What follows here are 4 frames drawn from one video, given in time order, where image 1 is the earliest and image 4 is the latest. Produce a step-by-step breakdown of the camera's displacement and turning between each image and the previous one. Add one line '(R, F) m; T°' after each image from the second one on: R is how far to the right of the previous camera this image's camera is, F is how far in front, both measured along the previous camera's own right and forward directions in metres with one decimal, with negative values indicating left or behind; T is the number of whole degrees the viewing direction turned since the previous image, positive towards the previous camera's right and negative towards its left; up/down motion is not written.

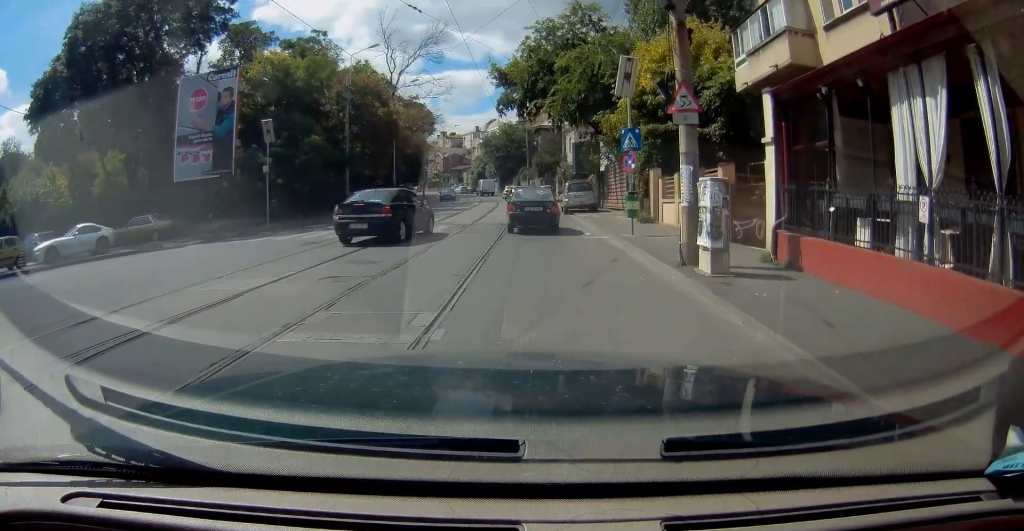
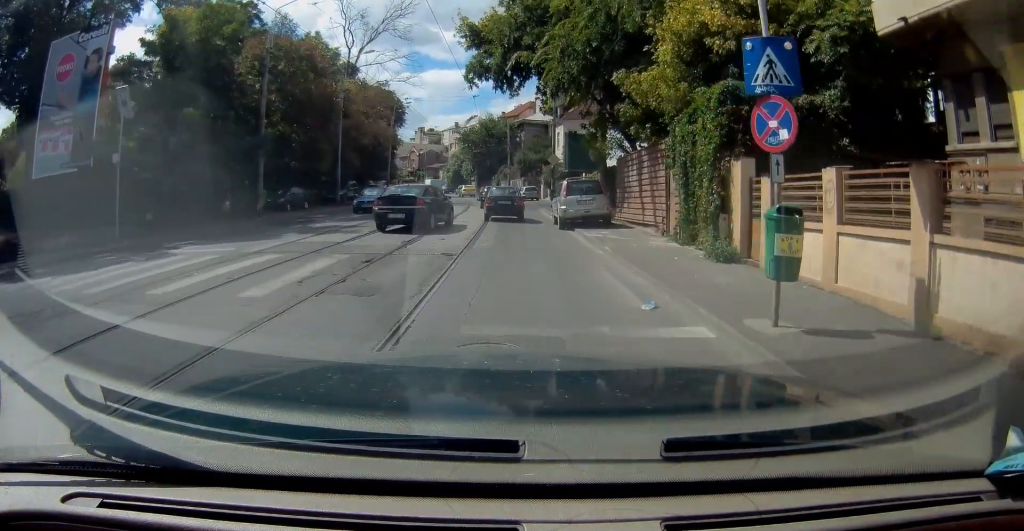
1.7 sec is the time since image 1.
(0.0, +10.3) m; 0°
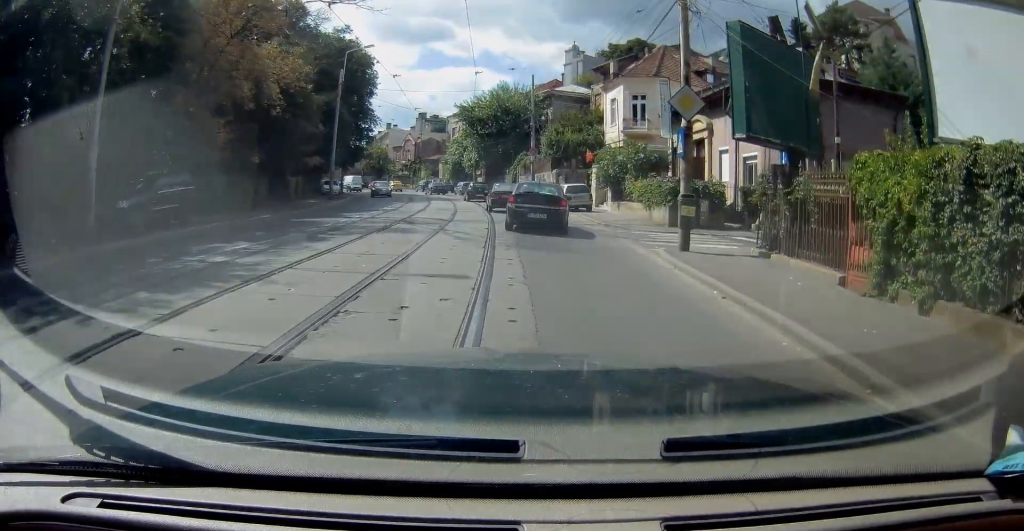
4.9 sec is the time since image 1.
(-0.6, +27.2) m; 0°
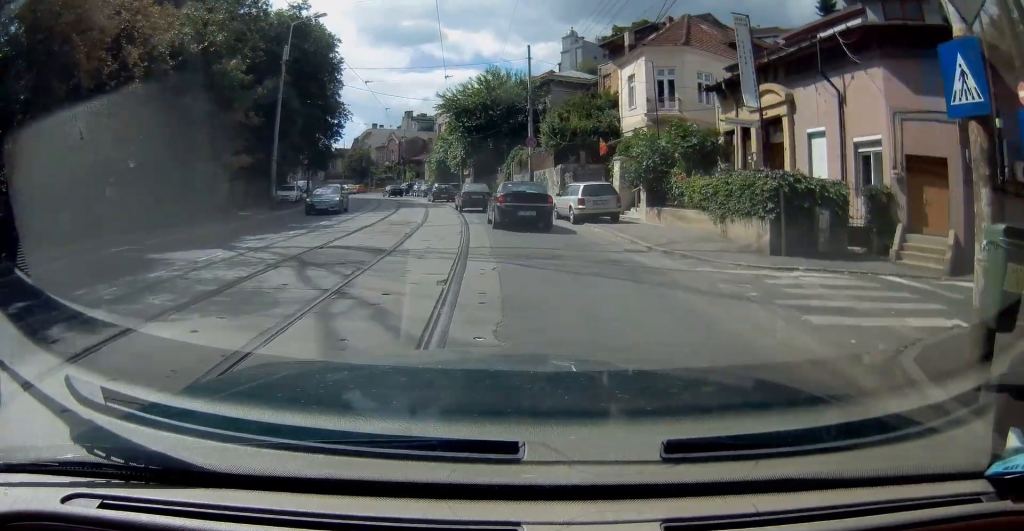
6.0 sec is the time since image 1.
(-0.1, +9.4) m; -2°
